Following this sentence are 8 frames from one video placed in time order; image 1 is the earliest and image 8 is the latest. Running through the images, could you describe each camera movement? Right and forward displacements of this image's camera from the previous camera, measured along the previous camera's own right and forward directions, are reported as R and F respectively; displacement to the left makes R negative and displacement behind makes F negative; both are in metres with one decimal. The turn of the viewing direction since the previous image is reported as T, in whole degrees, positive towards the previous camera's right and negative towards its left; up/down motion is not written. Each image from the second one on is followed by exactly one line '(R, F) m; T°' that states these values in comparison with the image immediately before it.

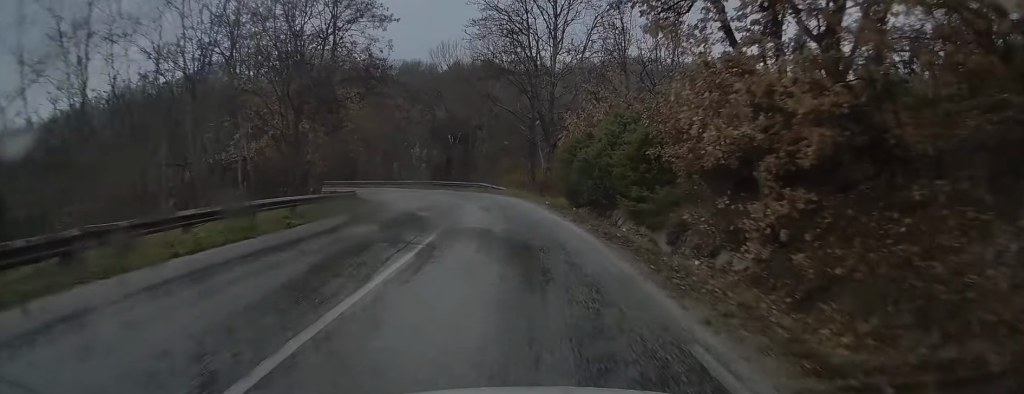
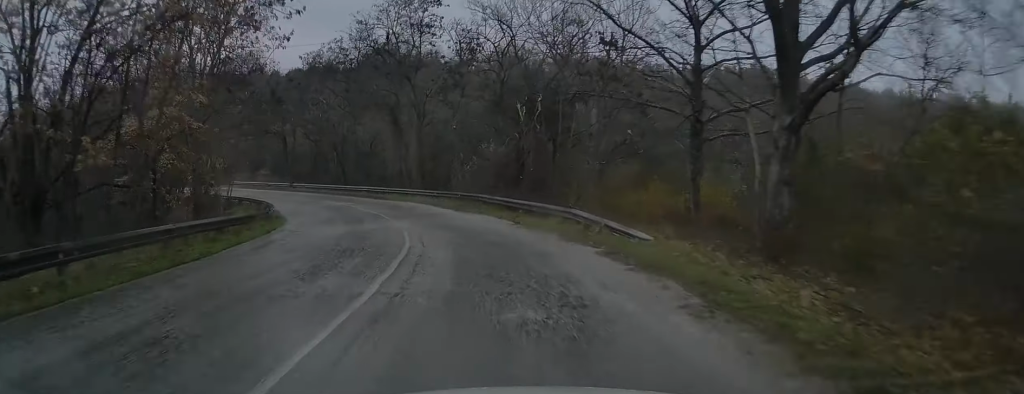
(-1.3, +28.1) m; -8°
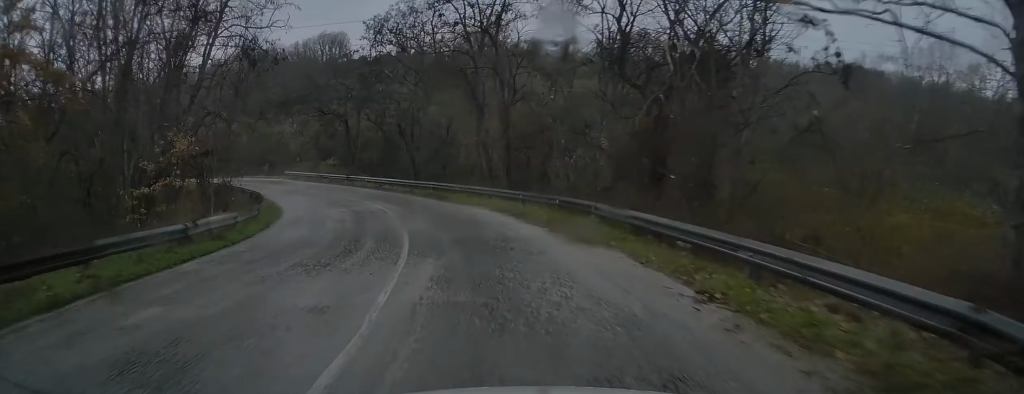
(-0.4, +11.7) m; -6°
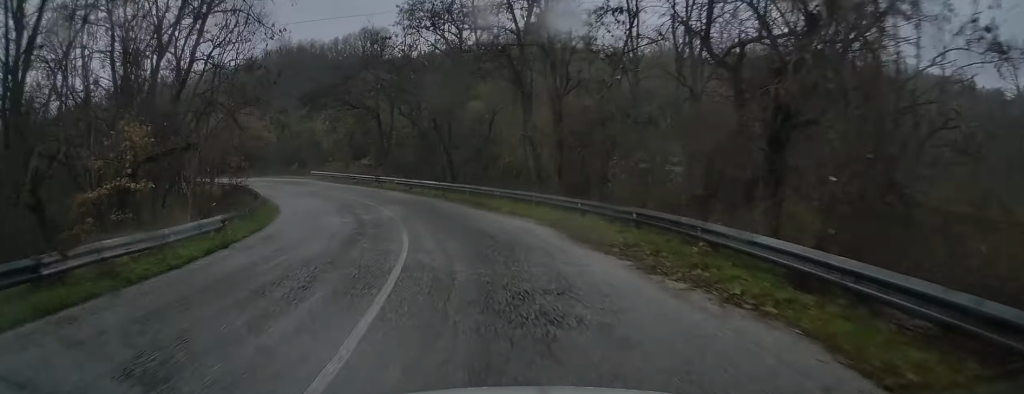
(-0.1, +5.3) m; -4°
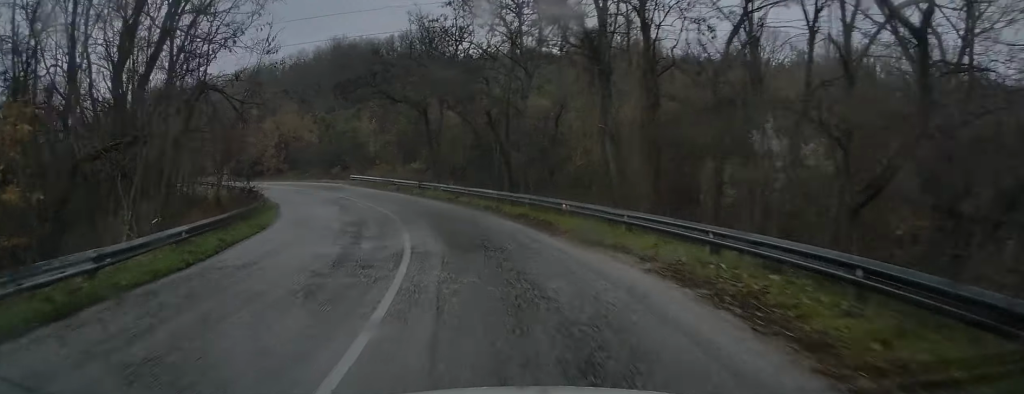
(-0.3, +6.5) m; -4°
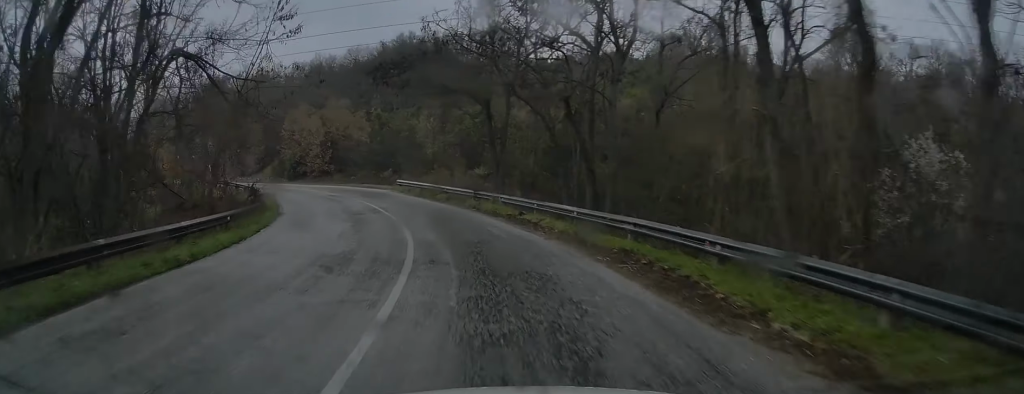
(-0.4, +7.4) m; -3°
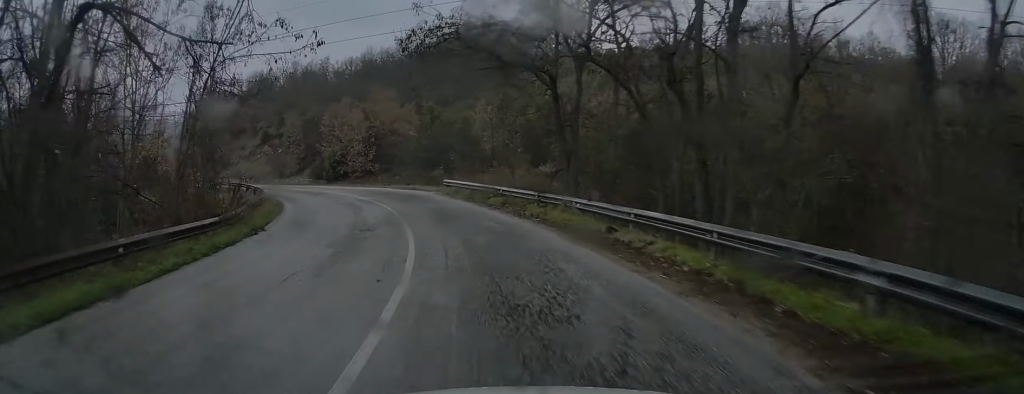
(-0.1, +6.6) m; -9°
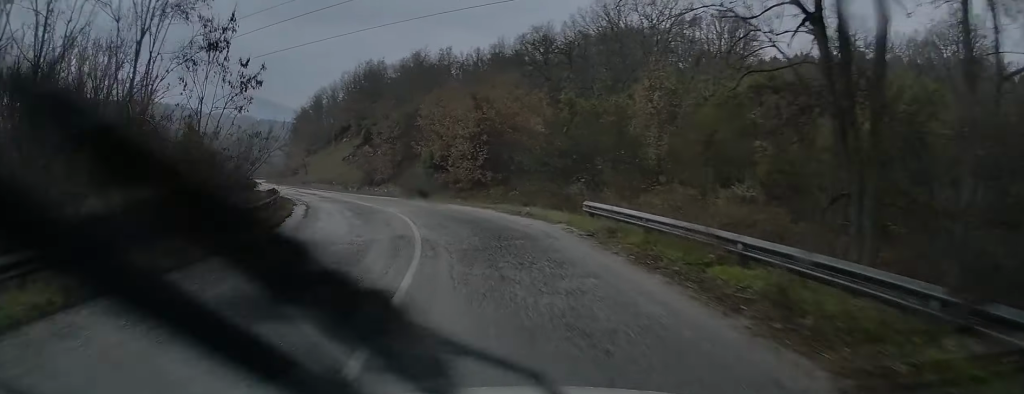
(-2.5, +13.7) m; -18°
